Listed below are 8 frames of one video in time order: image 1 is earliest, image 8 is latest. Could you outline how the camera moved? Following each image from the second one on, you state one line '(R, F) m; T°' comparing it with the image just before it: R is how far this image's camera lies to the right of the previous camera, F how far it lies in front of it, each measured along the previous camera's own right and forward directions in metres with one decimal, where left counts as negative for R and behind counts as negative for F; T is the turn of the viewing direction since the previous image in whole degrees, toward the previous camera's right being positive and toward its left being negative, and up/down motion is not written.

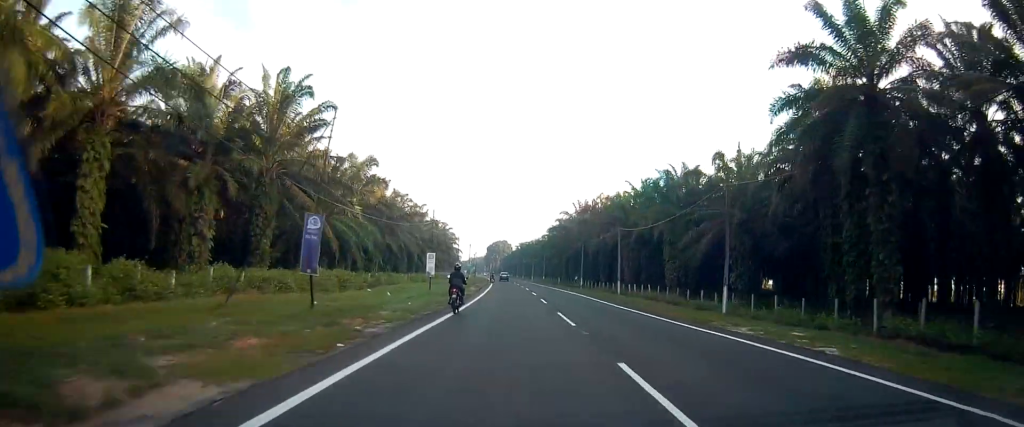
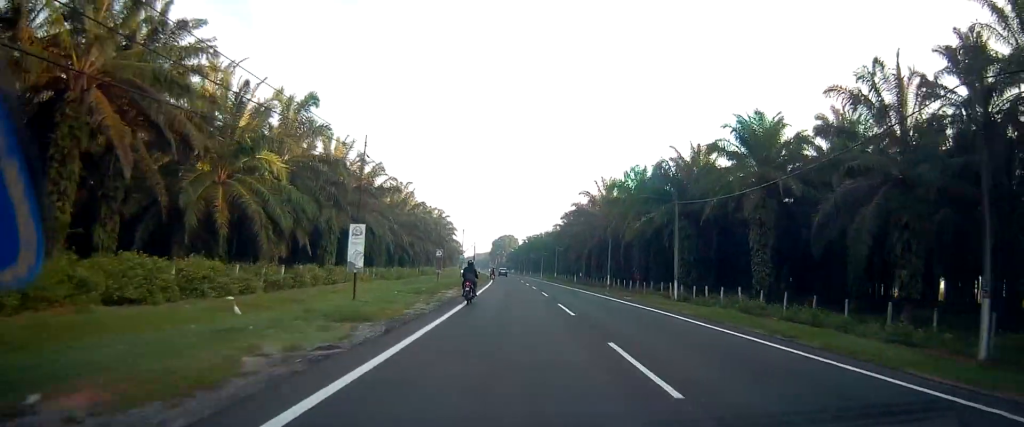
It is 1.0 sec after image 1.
(+0.4, +22.3) m; -1°
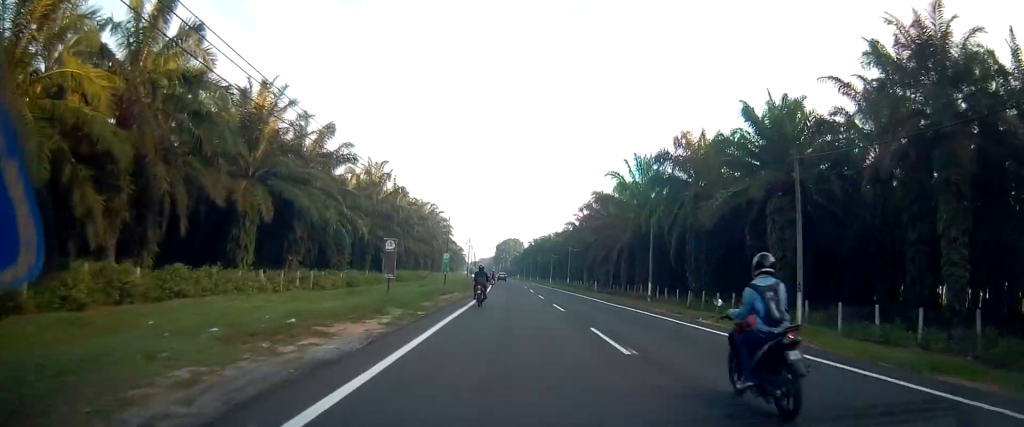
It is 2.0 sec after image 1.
(-0.6, +20.5) m; -2°
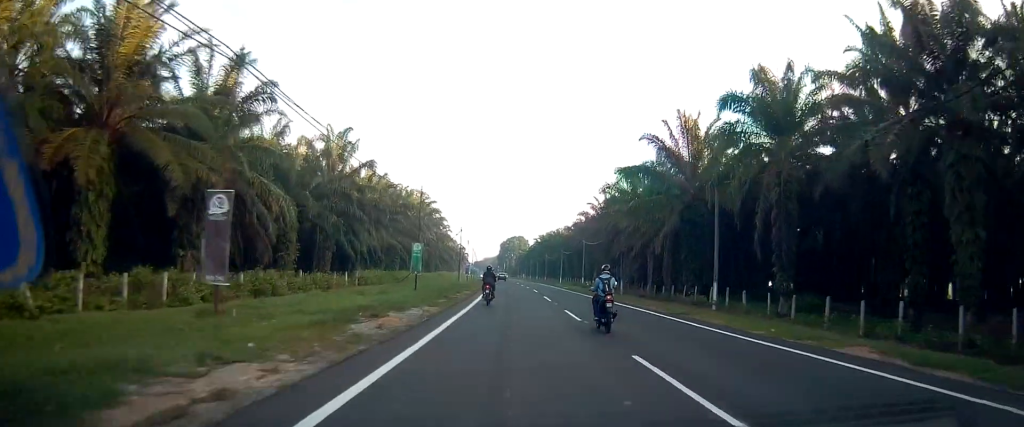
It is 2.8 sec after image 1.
(0.0, +17.1) m; 0°
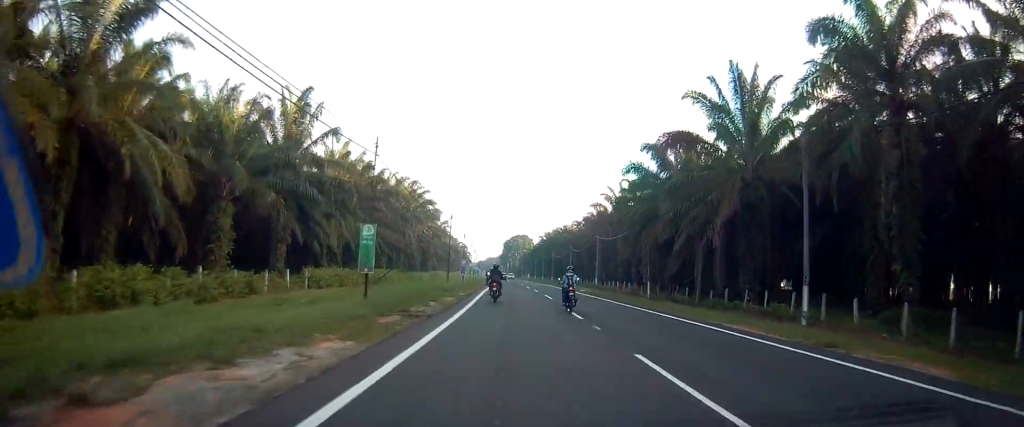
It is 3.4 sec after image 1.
(0.0, +12.2) m; 0°
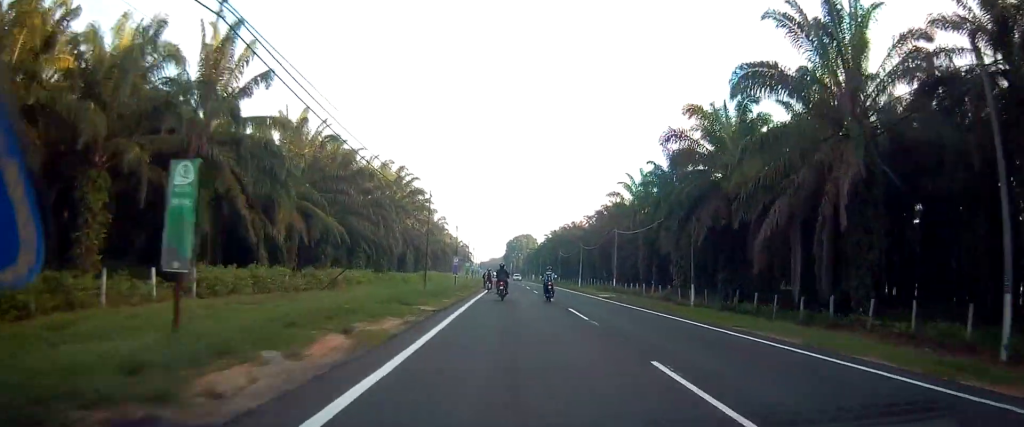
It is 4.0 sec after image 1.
(0.0, +13.2) m; 0°
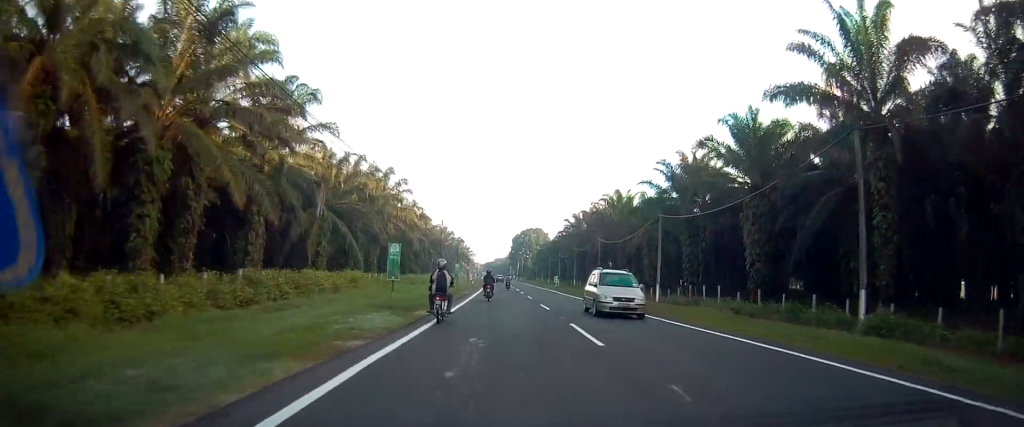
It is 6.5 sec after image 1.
(-0.1, +54.1) m; 0°
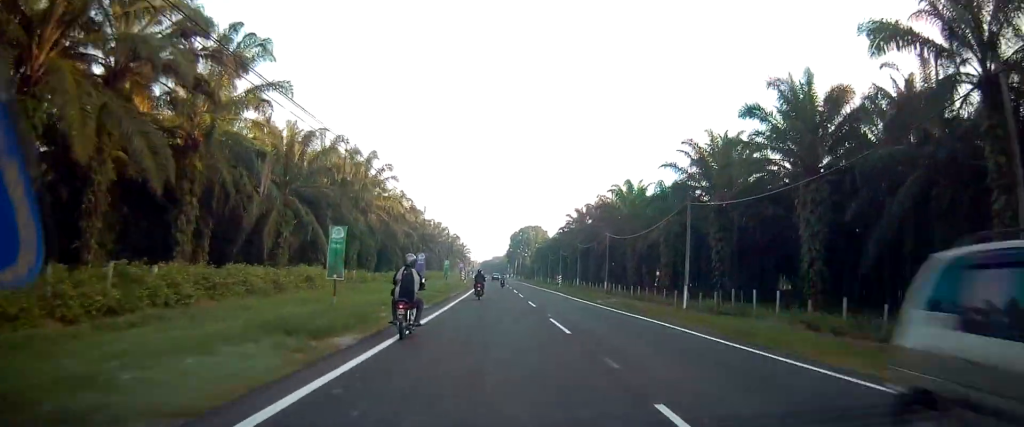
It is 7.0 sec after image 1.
(0.0, +9.4) m; -1°
